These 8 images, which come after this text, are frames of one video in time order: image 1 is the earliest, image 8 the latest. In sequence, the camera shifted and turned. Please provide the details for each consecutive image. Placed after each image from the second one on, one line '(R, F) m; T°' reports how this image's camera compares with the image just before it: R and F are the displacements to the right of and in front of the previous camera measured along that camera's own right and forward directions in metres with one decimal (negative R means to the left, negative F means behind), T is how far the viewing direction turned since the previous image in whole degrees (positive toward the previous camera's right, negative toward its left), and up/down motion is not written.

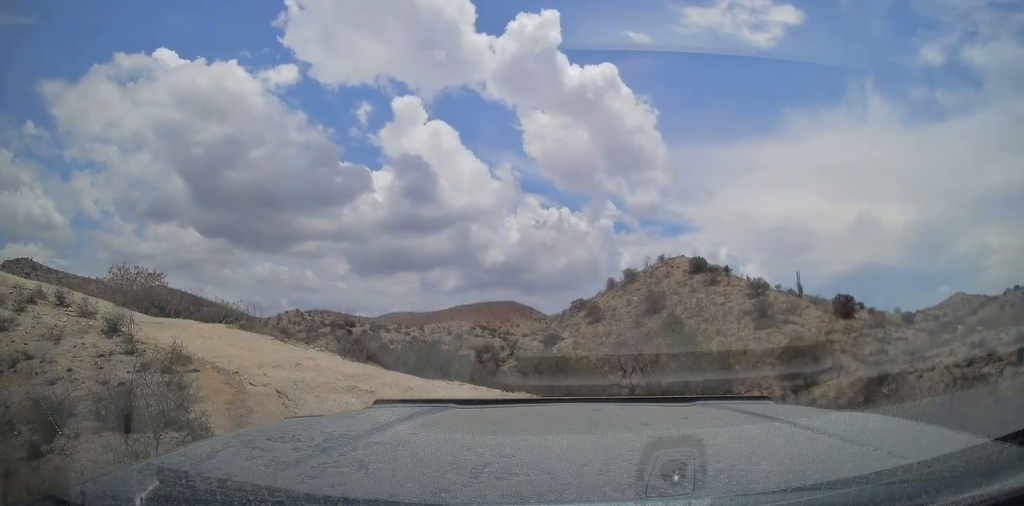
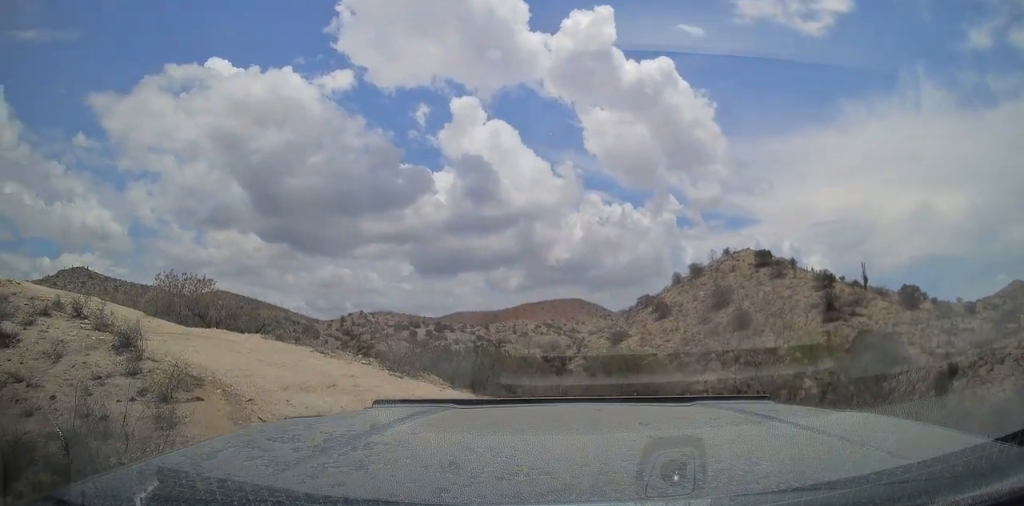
(-0.1, +1.8) m; -3°
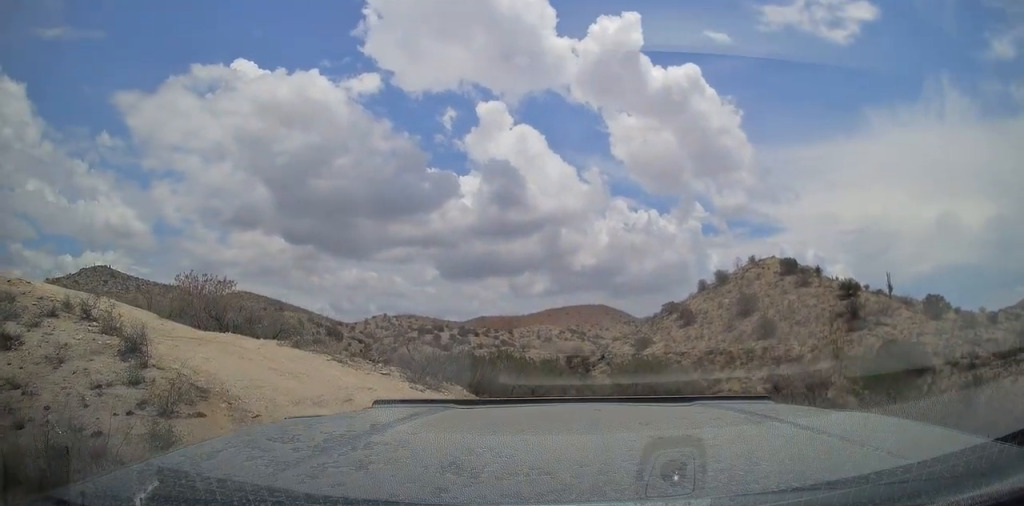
(0.0, +0.6) m; -2°
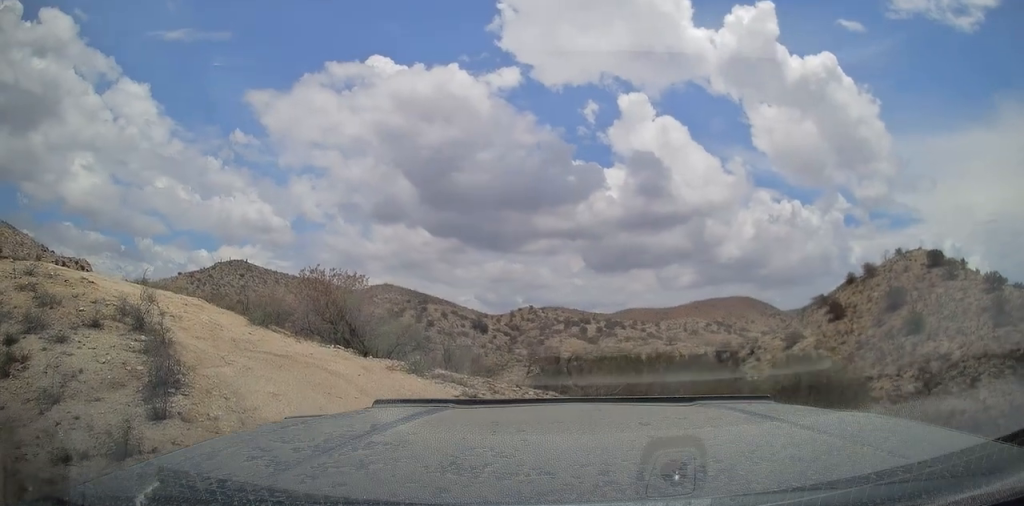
(-0.6, +3.7) m; -15°
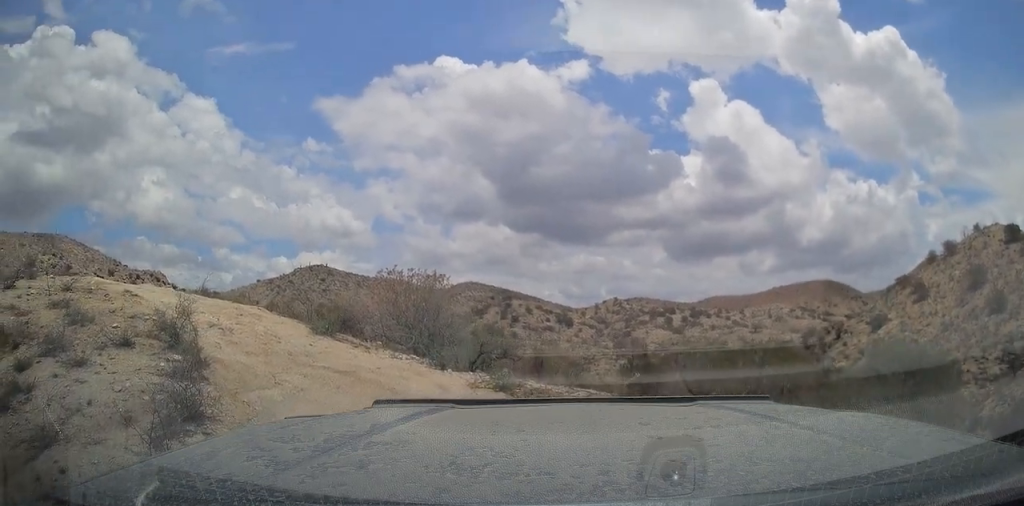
(0.0, +1.7) m; -6°
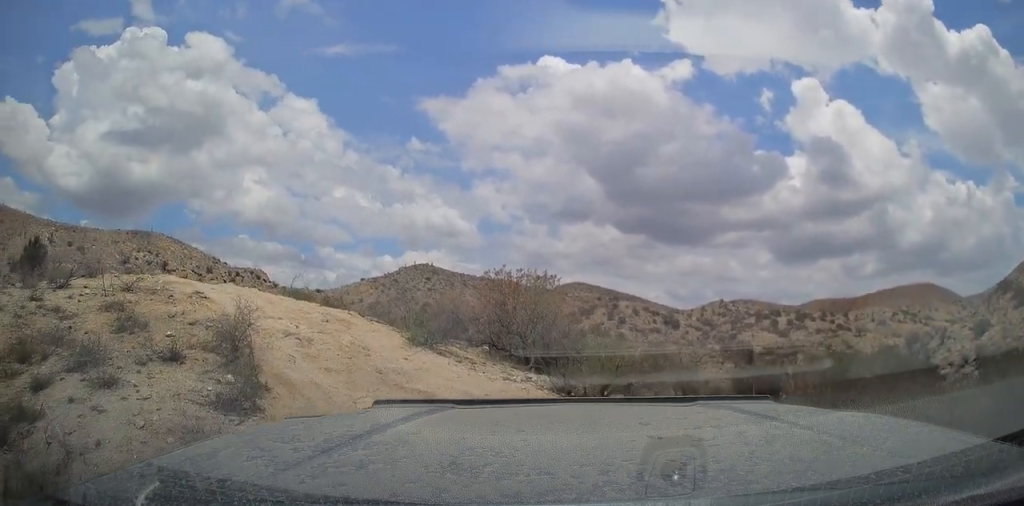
(-0.2, +2.0) m; -8°
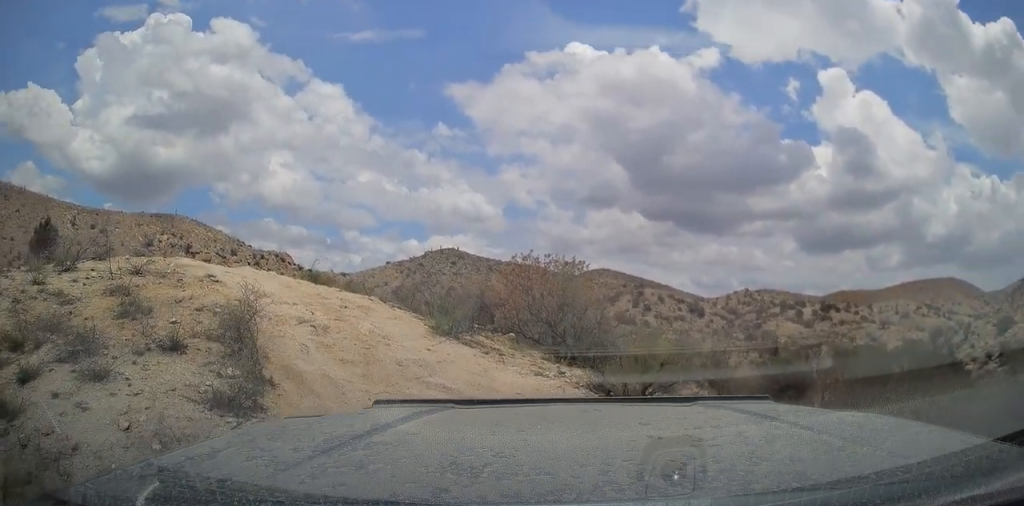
(0.0, +0.8) m; -1°
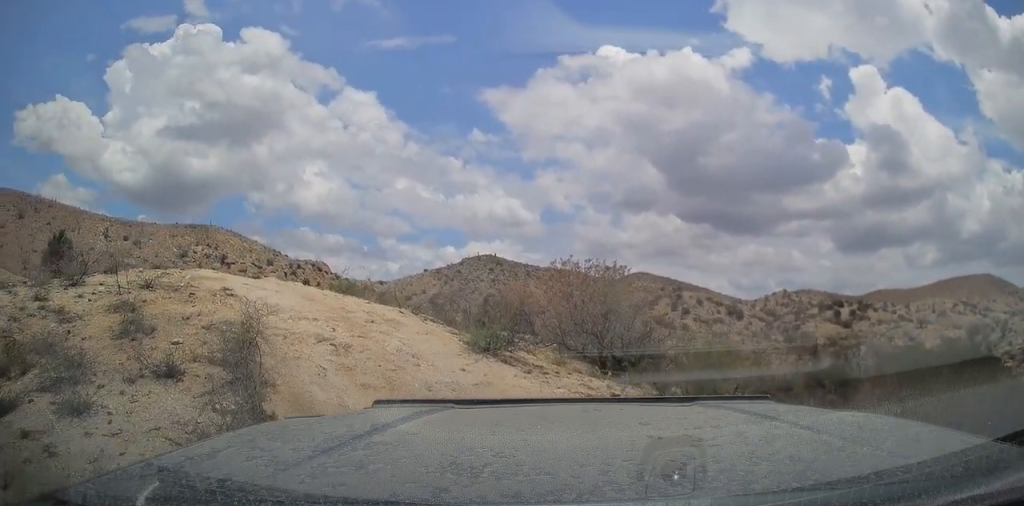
(0.0, +1.1) m; +1°
